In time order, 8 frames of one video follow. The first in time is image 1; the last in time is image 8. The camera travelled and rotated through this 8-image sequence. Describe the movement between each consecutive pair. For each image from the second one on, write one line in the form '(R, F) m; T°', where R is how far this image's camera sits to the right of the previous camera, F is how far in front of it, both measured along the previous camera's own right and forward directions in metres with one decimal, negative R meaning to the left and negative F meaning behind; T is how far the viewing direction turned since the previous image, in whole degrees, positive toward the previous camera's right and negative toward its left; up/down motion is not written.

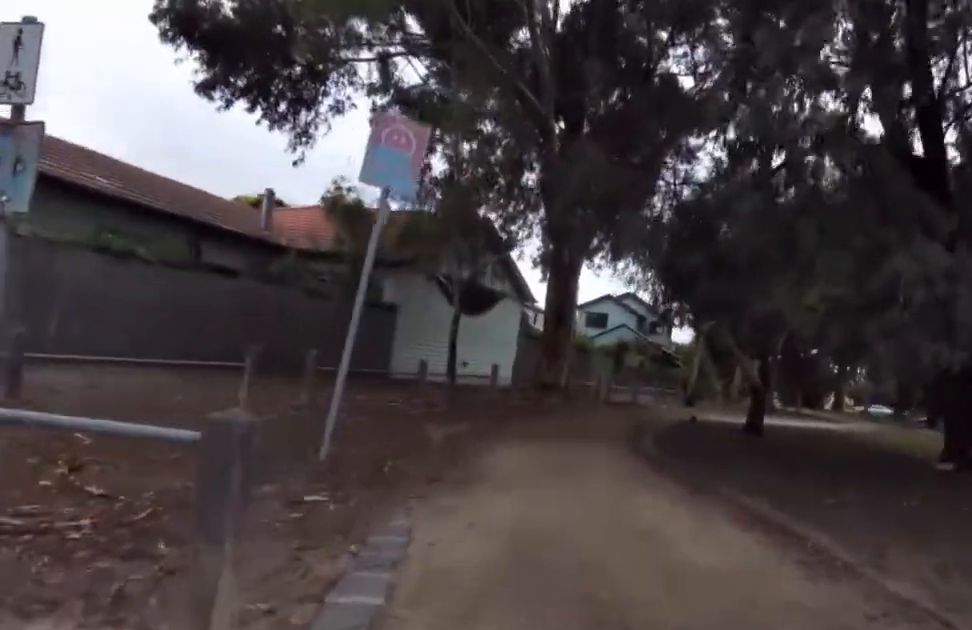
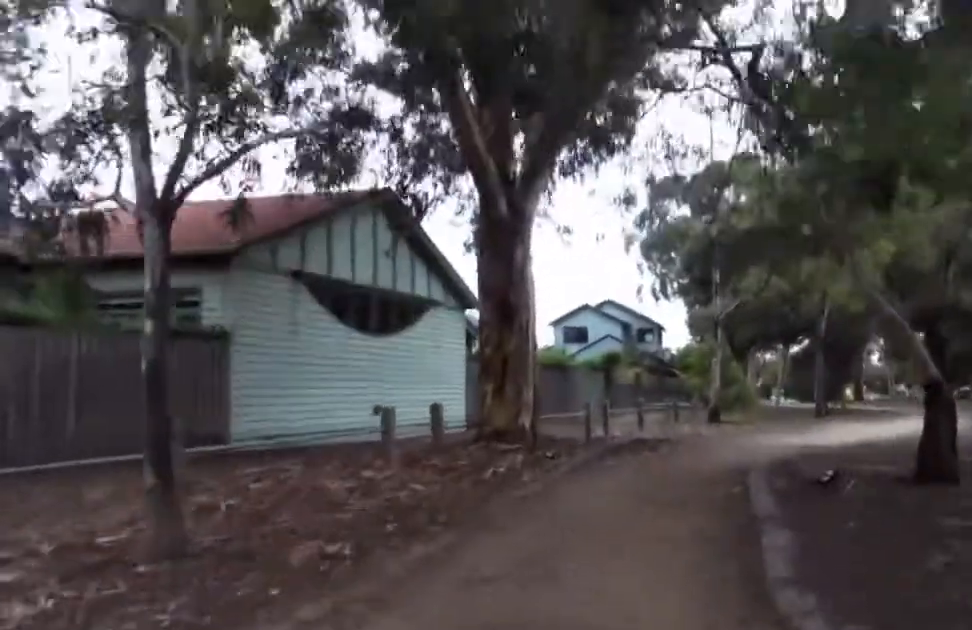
(-1.2, +9.0) m; -7°
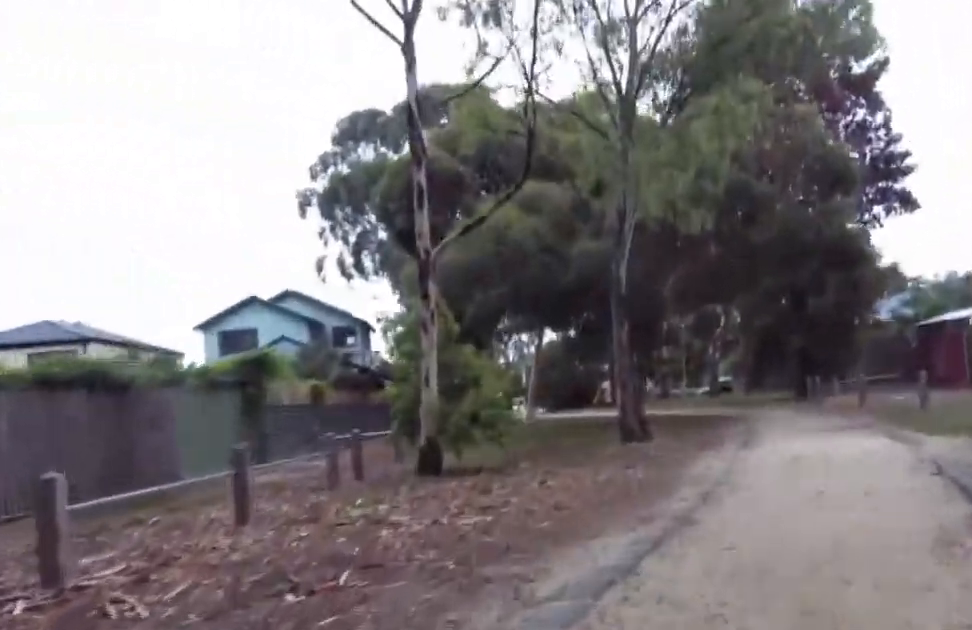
(+2.3, +11.0) m; +27°
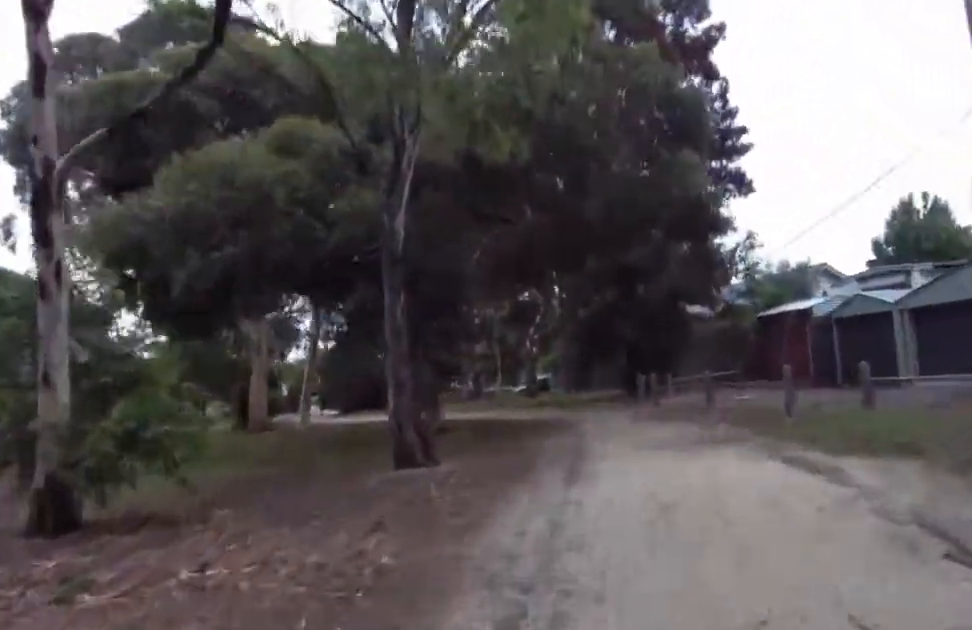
(+0.4, +3.6) m; 0°
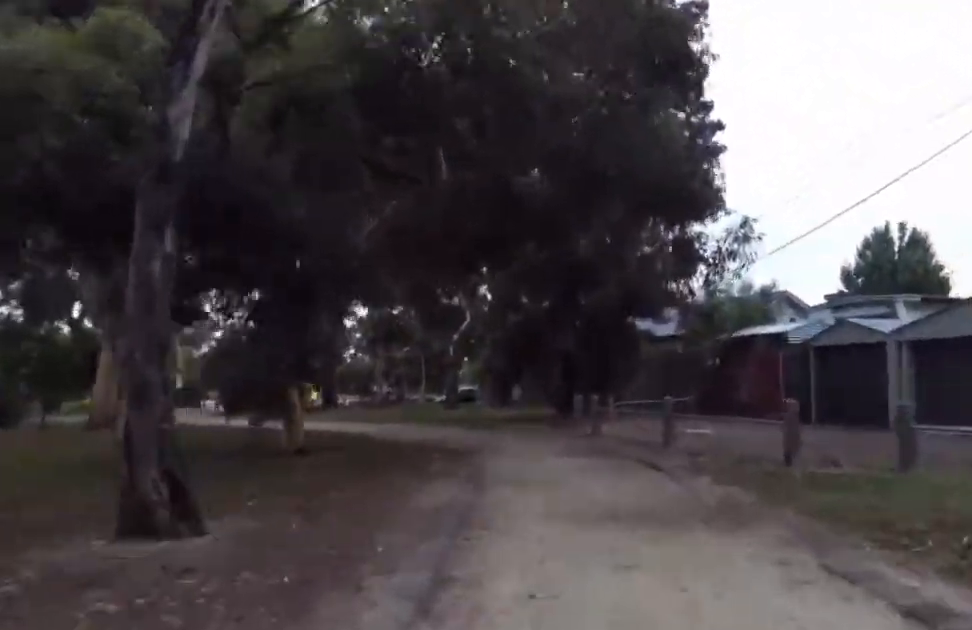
(-0.2, +3.9) m; -7°
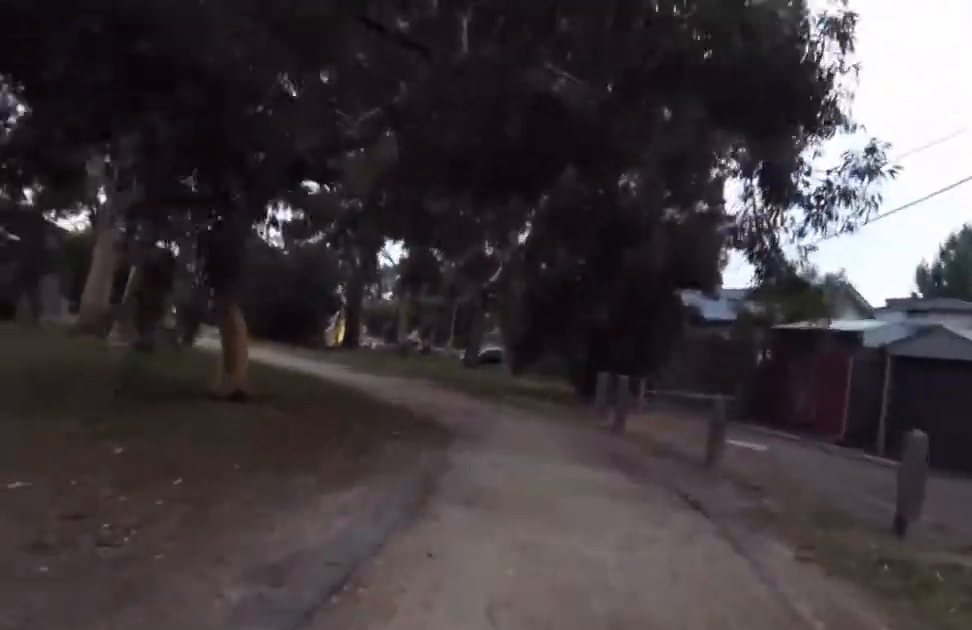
(-0.1, +2.8) m; -6°
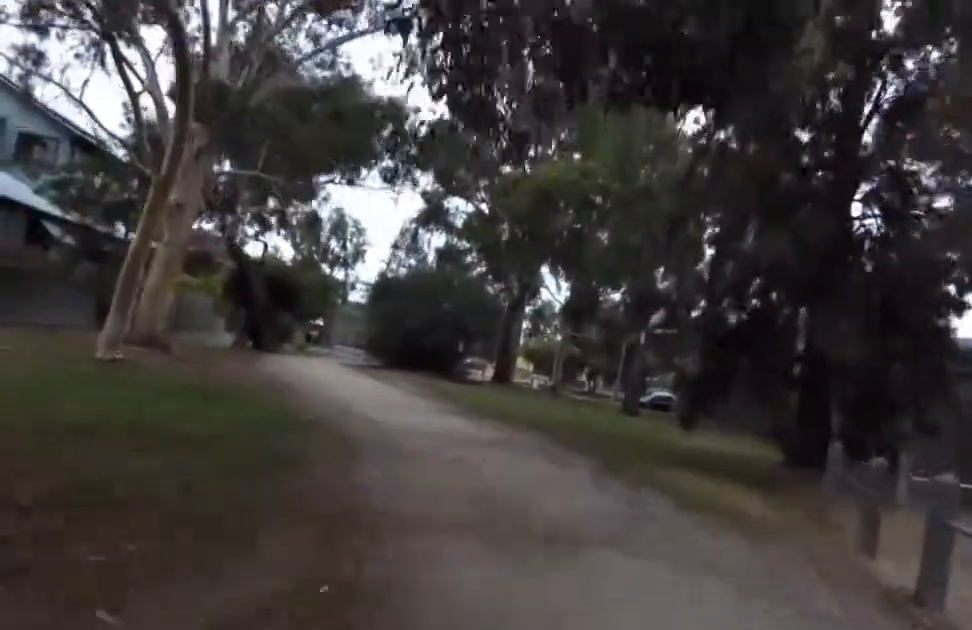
(-0.4, +6.2) m; -2°
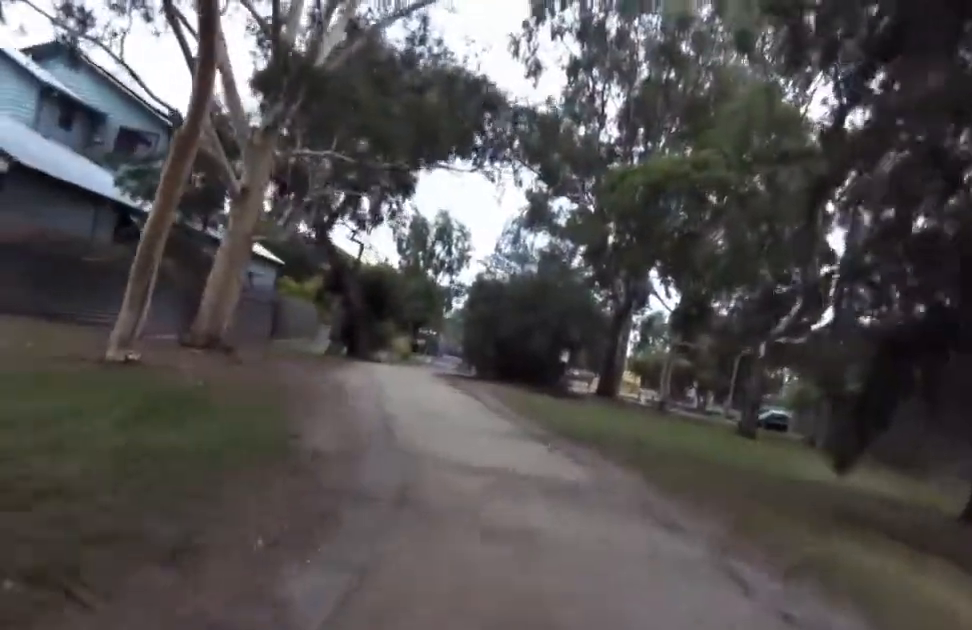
(+0.3, +2.8) m; -2°
